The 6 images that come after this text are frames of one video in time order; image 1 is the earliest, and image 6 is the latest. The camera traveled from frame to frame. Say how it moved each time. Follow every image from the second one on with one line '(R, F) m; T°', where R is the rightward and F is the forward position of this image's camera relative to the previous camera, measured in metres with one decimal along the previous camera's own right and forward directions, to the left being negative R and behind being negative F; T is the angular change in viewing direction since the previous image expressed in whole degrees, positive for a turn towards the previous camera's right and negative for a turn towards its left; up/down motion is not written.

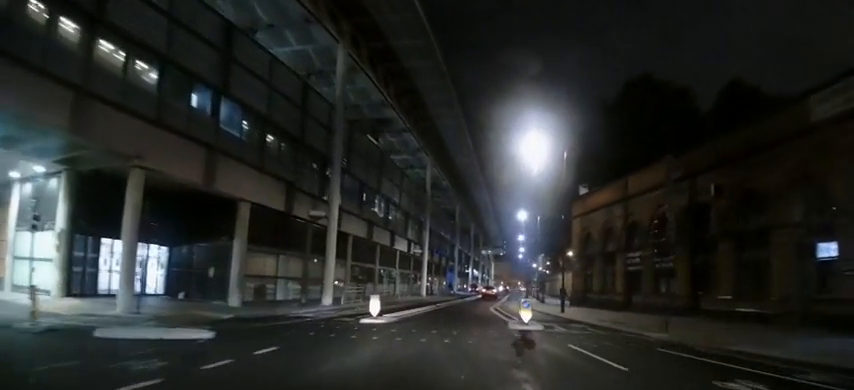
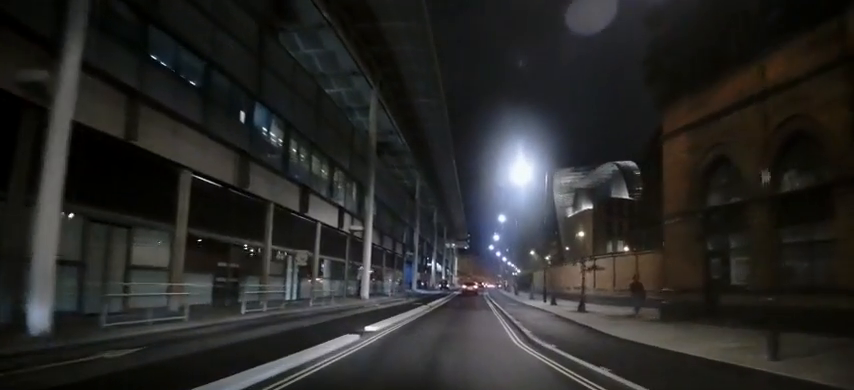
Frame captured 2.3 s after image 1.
(-0.4, +21.2) m; 0°
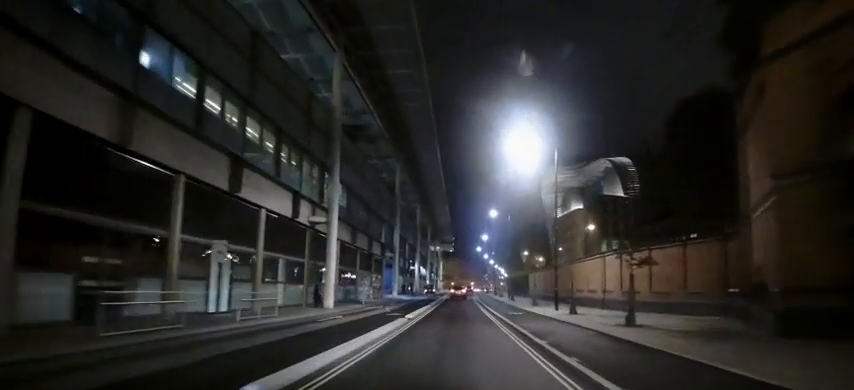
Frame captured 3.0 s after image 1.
(+0.1, +7.7) m; +3°
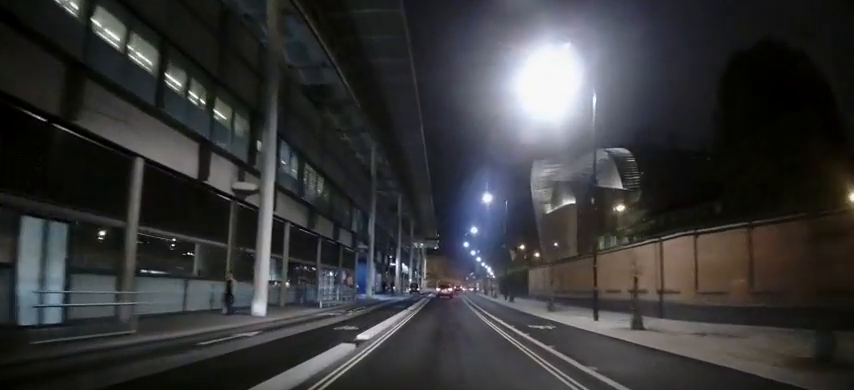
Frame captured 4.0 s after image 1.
(+0.4, +9.6) m; +3°
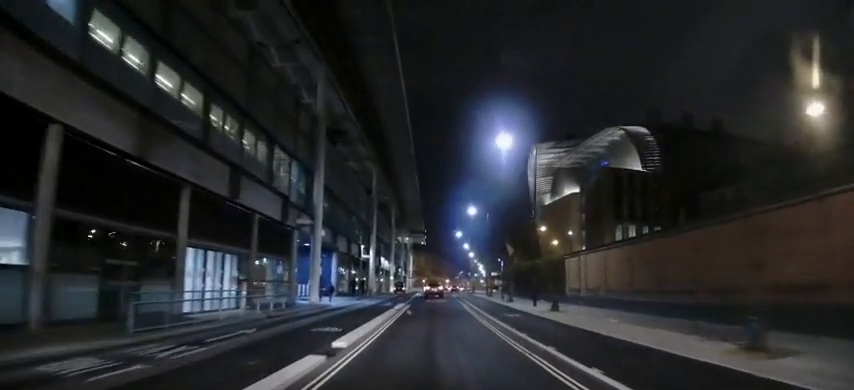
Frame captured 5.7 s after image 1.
(+0.2, +18.6) m; -1°
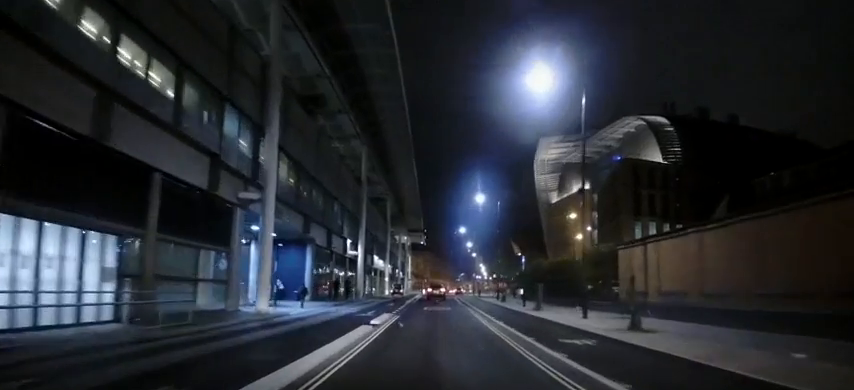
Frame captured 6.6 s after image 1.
(-0.2, +9.5) m; 0°
